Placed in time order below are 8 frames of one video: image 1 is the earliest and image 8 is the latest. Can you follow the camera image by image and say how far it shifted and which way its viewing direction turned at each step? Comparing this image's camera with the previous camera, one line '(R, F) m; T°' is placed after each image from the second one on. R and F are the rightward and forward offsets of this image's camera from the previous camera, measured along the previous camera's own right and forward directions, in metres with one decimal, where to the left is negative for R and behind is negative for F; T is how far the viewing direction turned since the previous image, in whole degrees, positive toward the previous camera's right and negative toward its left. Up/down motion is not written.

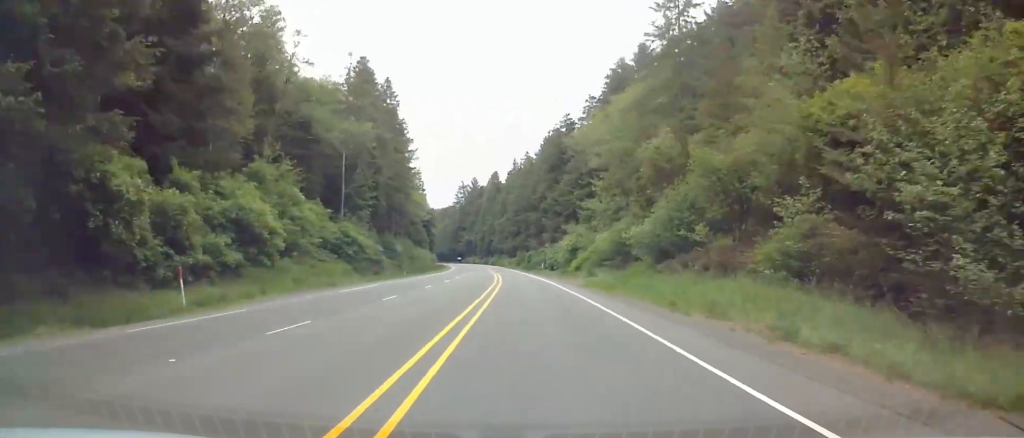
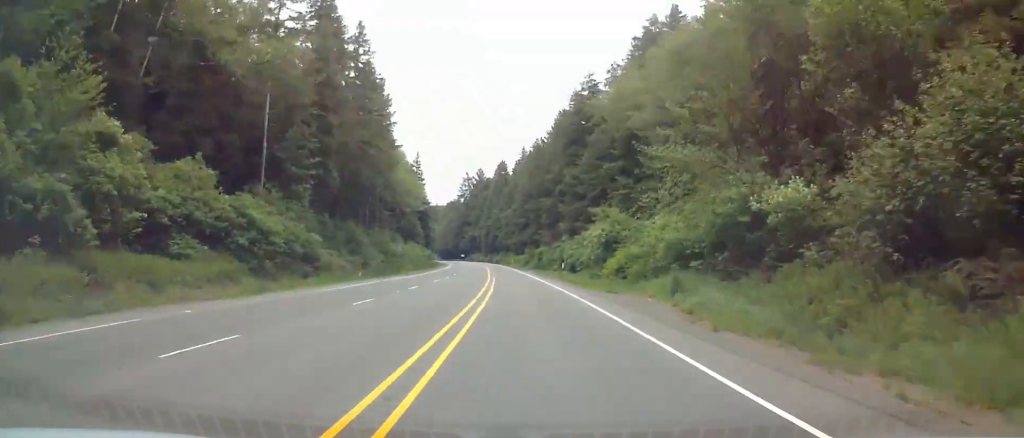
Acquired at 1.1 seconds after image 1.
(+0.1, +28.9) m; -1°
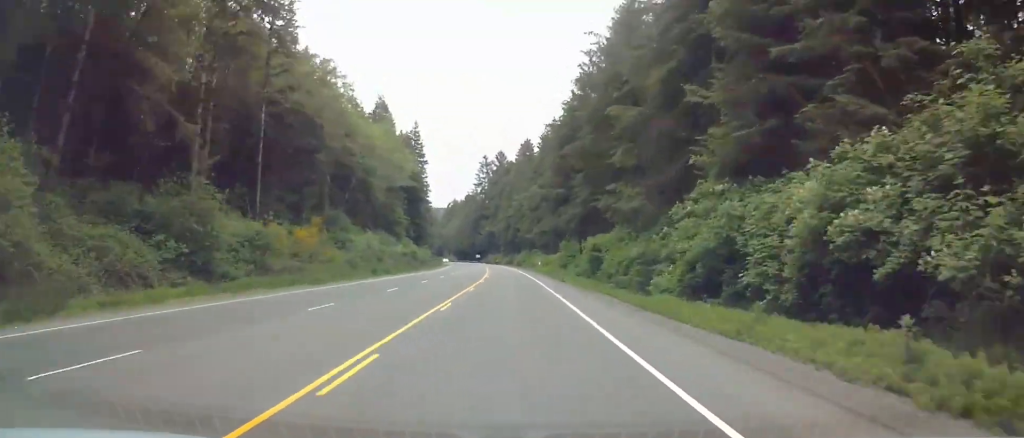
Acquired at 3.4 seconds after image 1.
(-0.9, +63.6) m; -1°
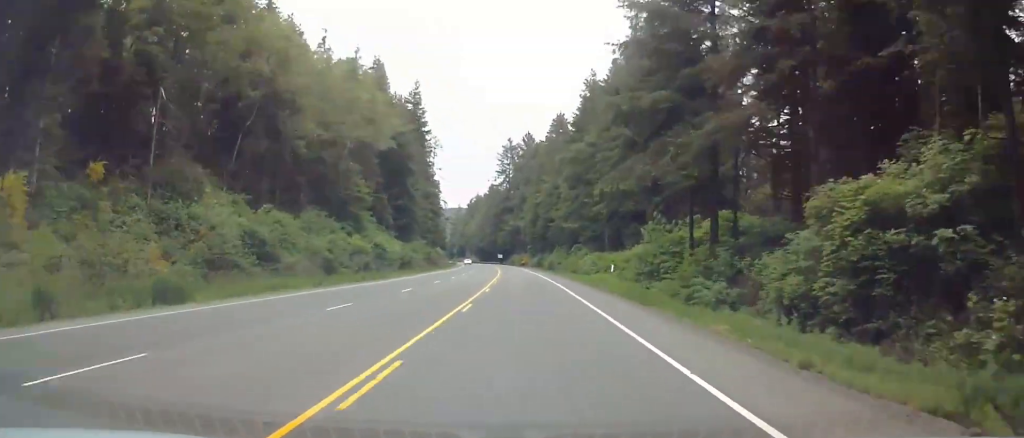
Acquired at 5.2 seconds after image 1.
(0.0, +49.4) m; -1°
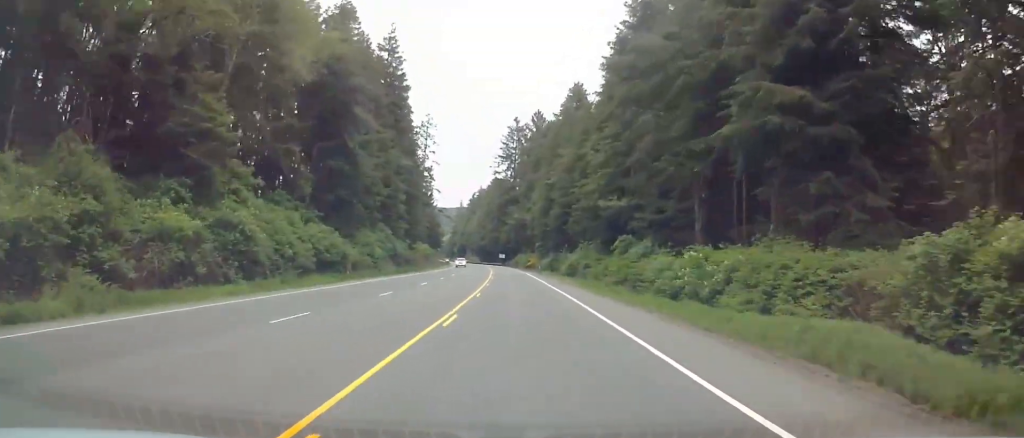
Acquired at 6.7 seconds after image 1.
(-0.8, +40.5) m; -2°
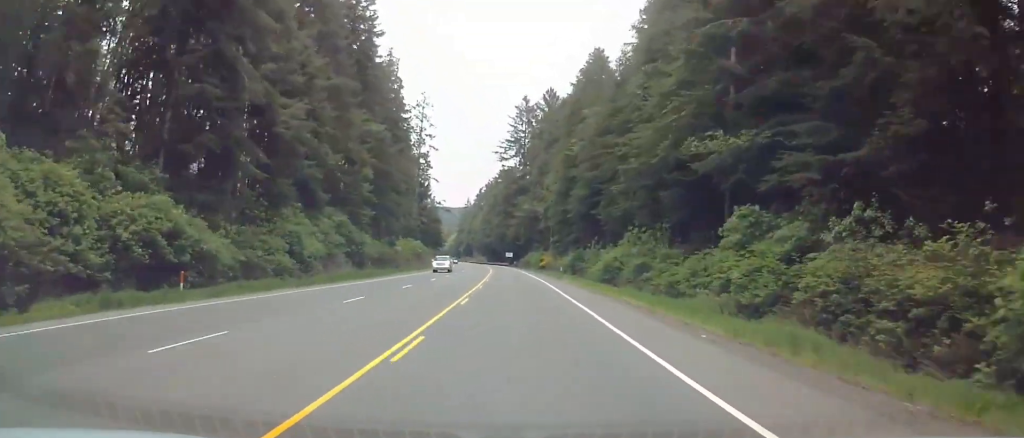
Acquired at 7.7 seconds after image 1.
(-0.2, +29.6) m; -2°
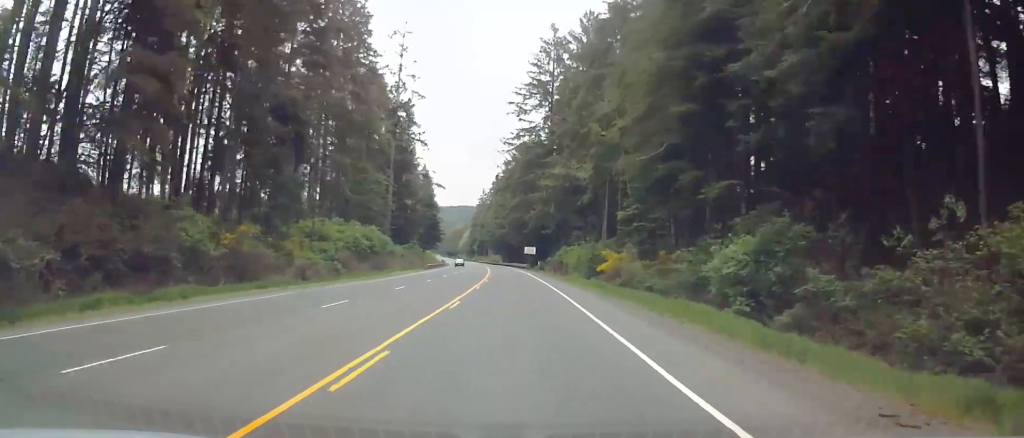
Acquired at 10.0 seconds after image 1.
(-2.2, +64.3) m; -10°
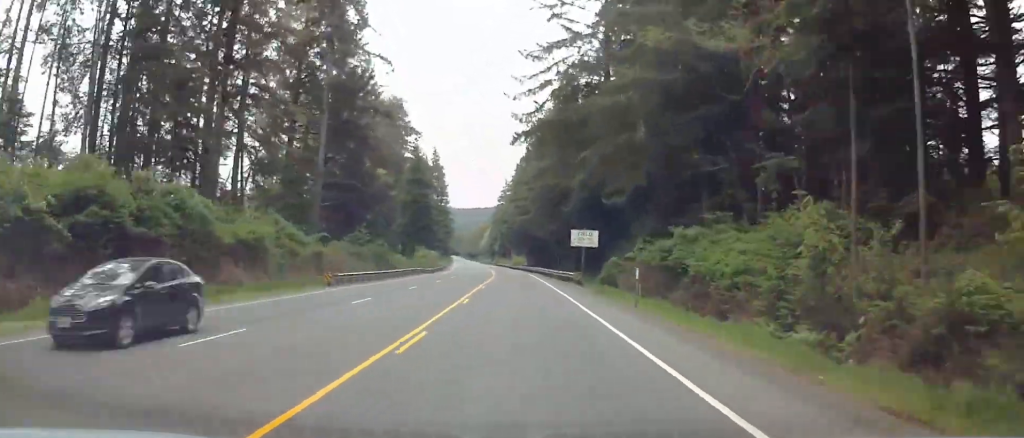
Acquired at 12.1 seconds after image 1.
(-7.6, +53.1) m; -21°
